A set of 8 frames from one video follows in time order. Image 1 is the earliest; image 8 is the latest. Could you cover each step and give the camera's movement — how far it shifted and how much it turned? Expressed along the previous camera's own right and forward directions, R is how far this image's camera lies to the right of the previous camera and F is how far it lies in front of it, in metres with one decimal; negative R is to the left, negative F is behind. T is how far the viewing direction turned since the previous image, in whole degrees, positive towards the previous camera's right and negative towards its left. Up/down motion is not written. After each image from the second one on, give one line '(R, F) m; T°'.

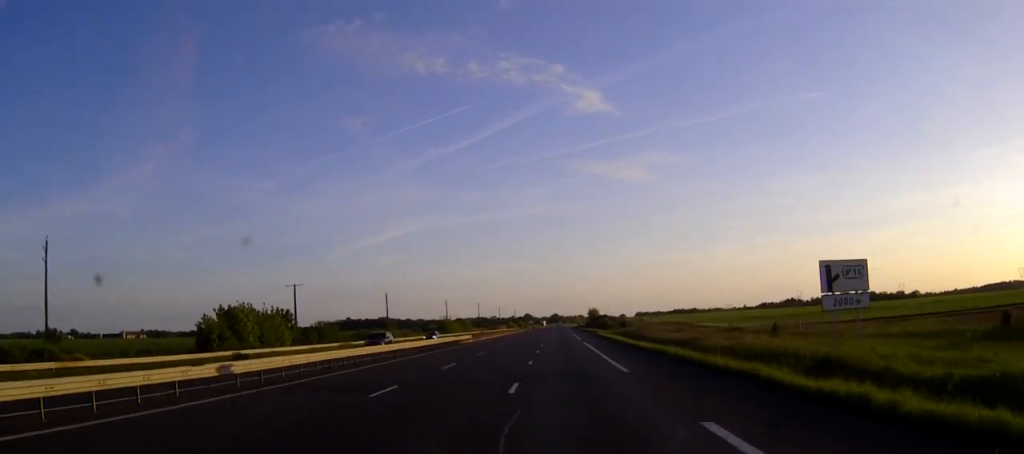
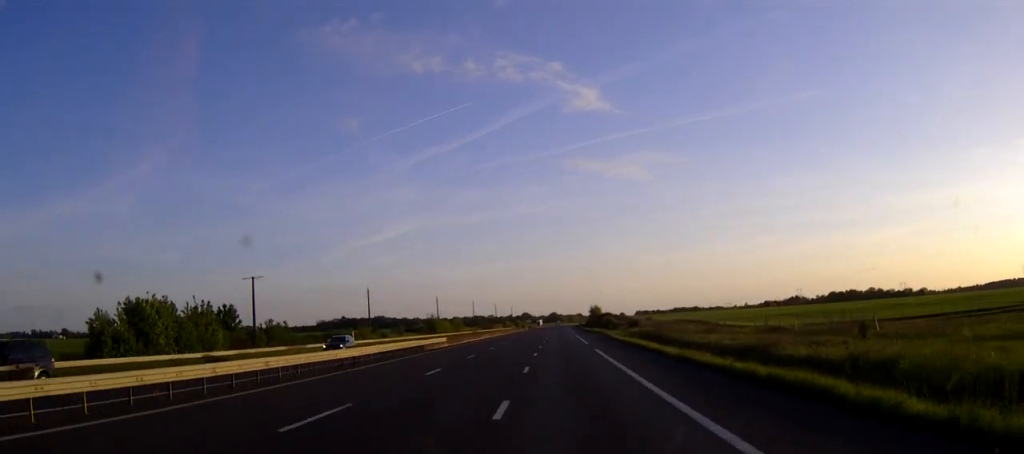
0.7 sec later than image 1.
(0.0, +18.4) m; 0°
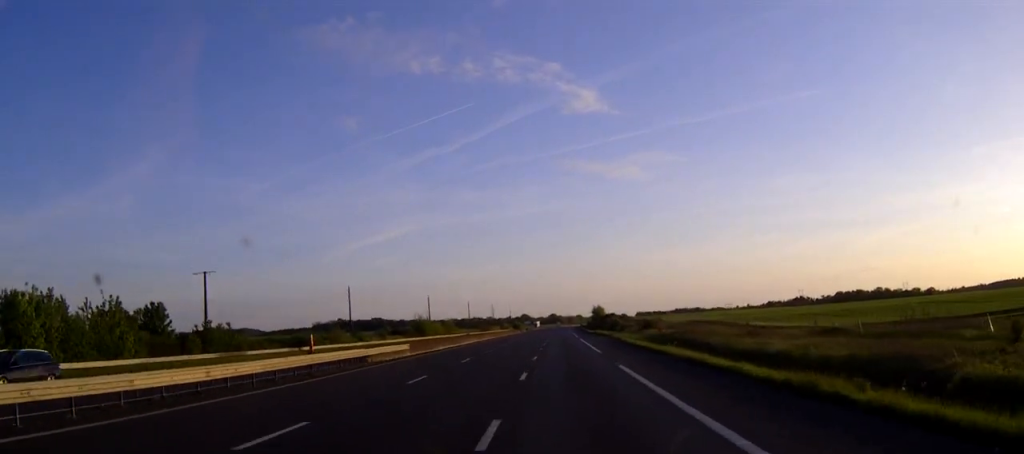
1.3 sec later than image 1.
(0.0, +16.6) m; 0°
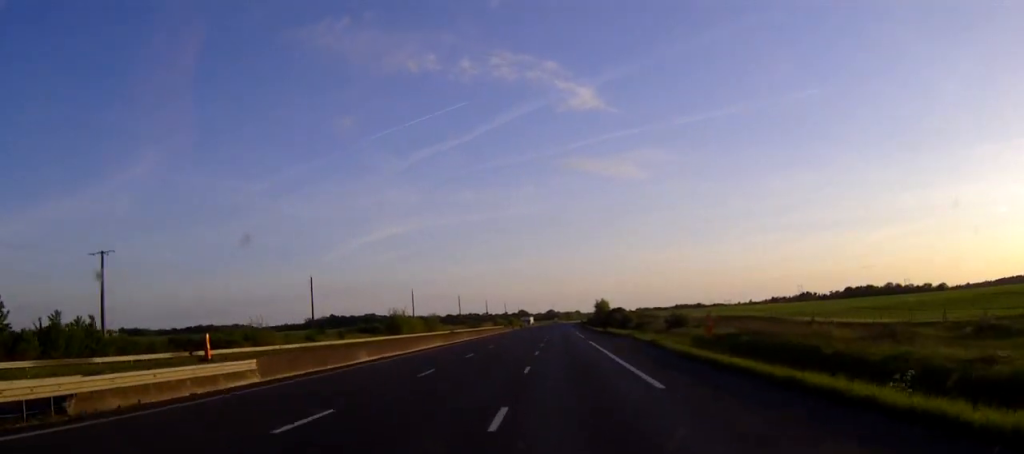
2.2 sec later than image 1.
(+0.1, +24.8) m; 0°
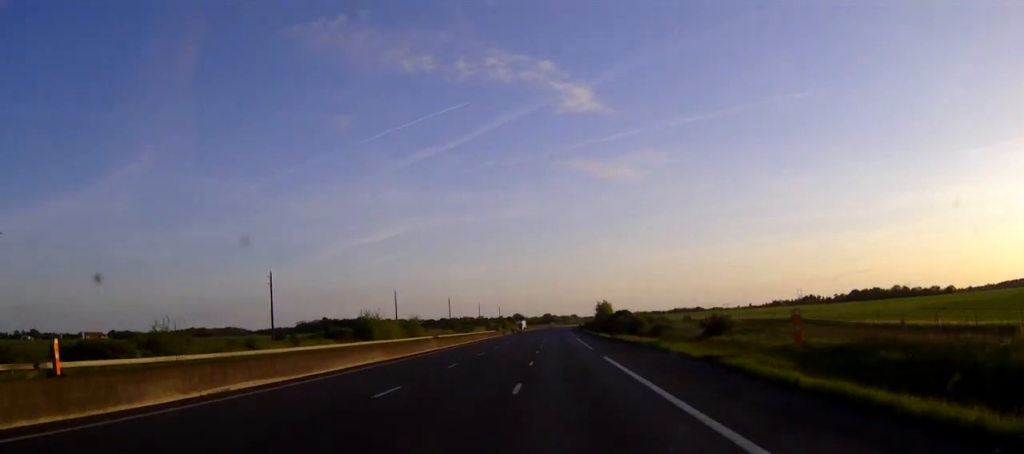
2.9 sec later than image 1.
(0.0, +19.2) m; 0°
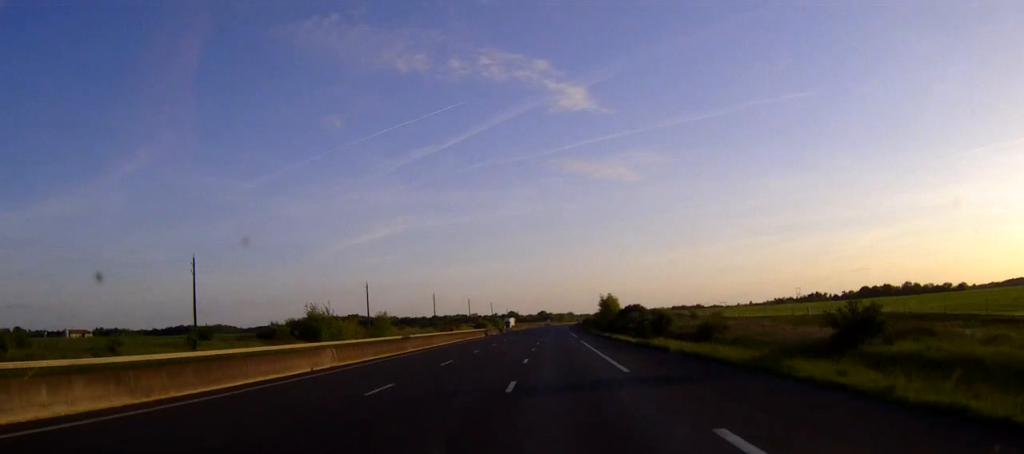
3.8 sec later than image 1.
(+0.1, +26.6) m; 0°
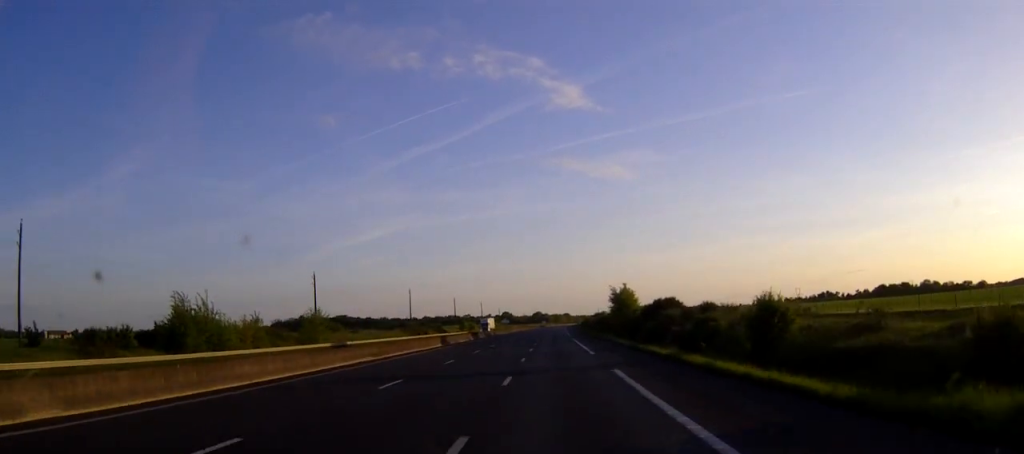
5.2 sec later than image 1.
(+0.1, +36.6) m; 0°
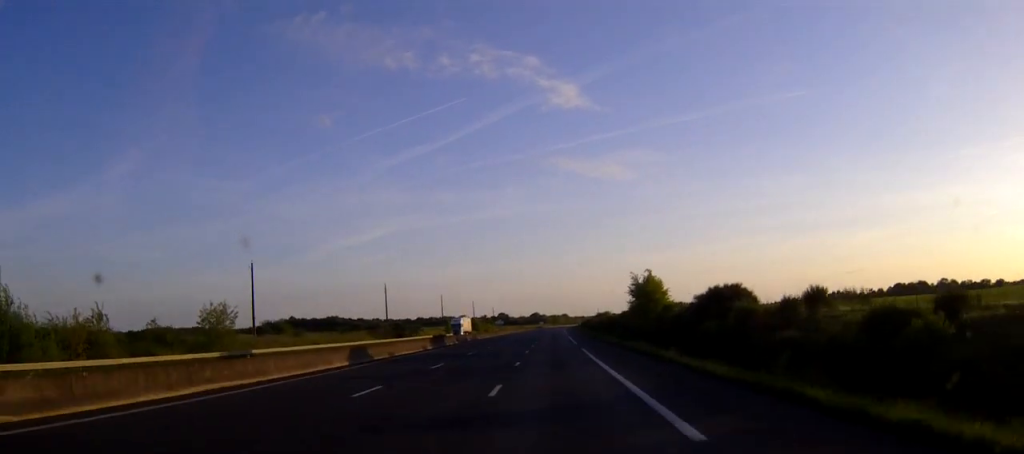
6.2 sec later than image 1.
(+0.1, +29.3) m; 0°
